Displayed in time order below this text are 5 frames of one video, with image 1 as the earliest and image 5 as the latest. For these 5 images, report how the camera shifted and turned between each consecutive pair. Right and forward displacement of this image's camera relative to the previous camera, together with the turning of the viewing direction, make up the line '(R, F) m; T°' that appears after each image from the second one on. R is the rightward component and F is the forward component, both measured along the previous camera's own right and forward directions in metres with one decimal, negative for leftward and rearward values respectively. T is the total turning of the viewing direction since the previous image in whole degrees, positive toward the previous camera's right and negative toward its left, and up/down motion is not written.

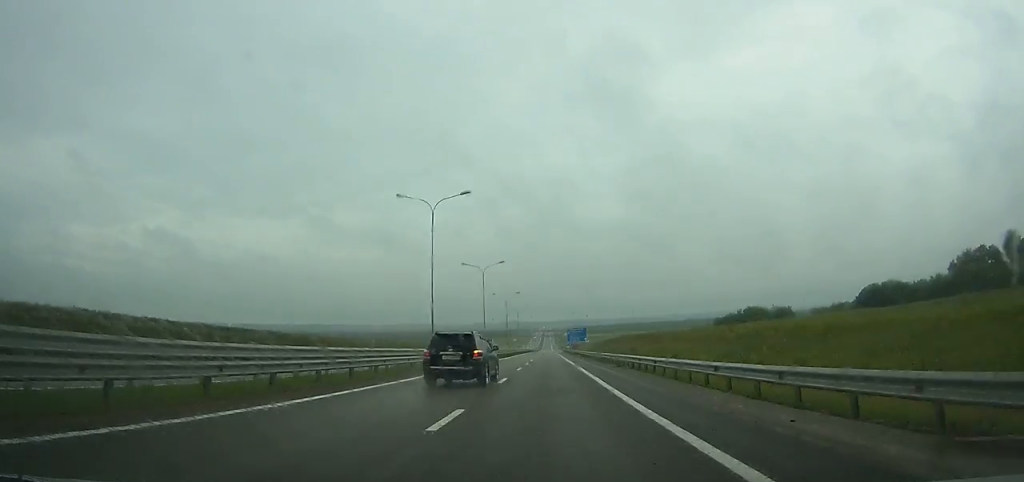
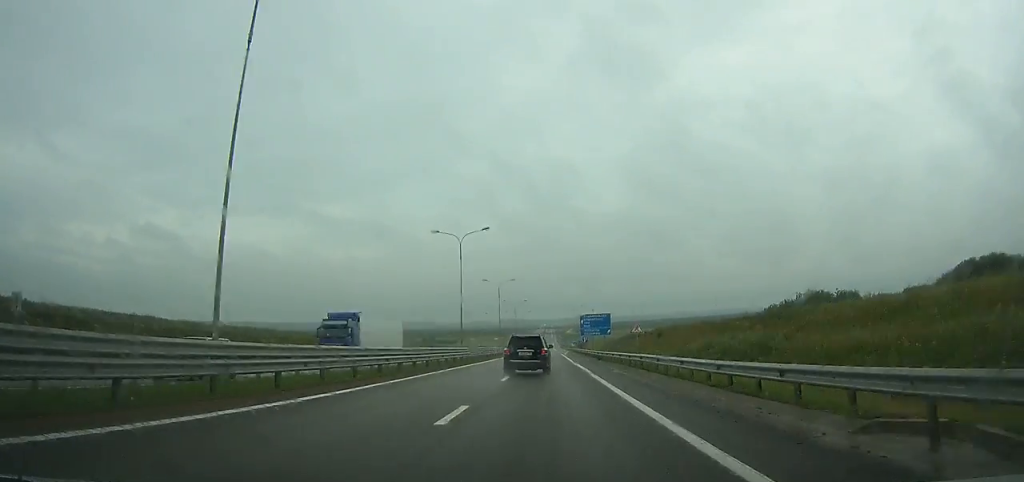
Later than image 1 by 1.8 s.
(-0.1, +59.4) m; 0°
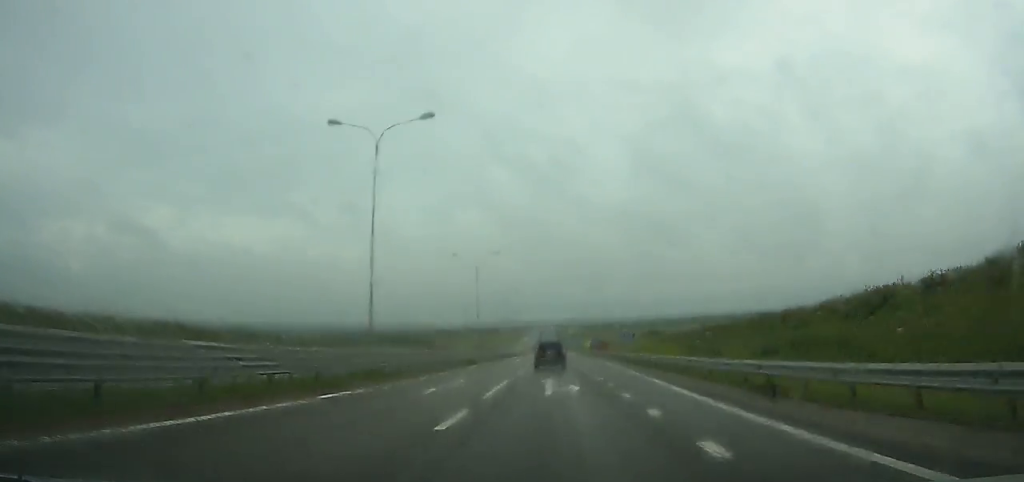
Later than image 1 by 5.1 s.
(-0.1, +109.2) m; 0°
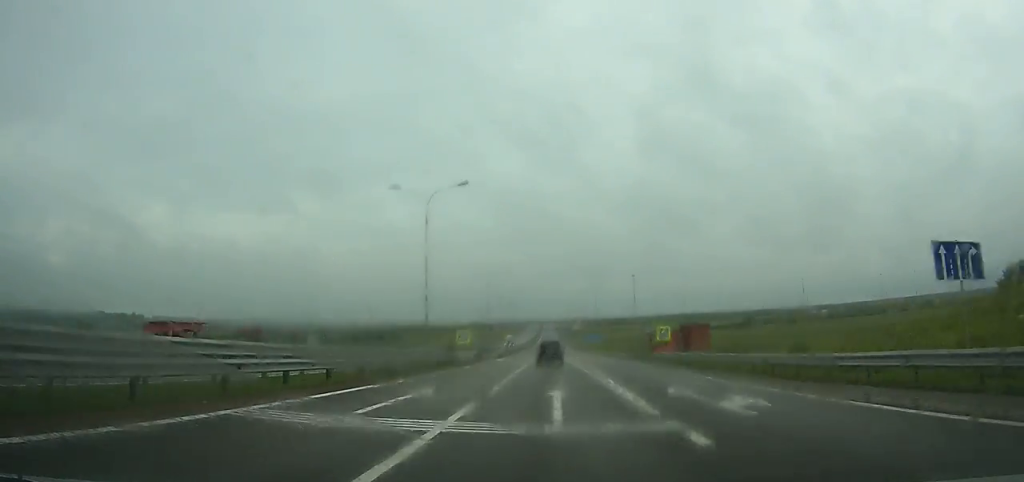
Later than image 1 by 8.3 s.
(+0.1, +105.8) m; 0°
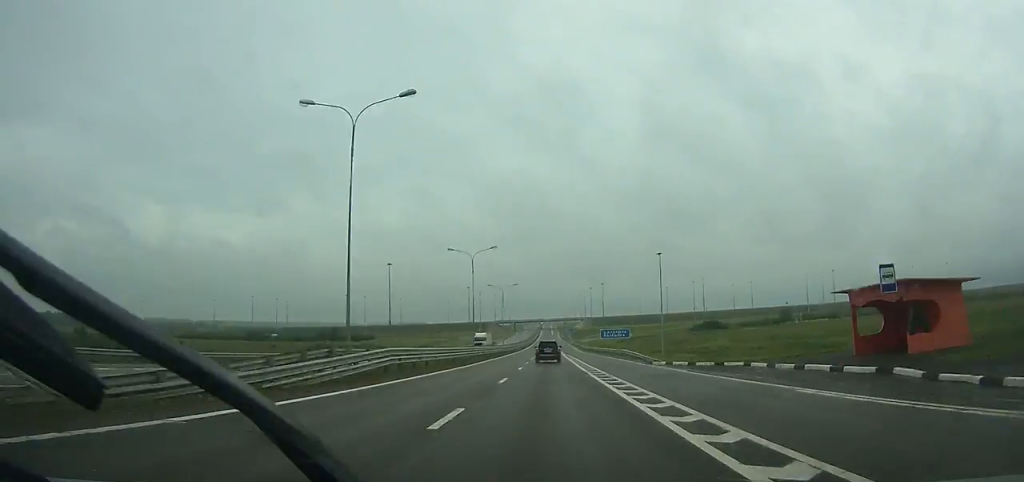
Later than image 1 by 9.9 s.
(0.0, +52.9) m; 0°
